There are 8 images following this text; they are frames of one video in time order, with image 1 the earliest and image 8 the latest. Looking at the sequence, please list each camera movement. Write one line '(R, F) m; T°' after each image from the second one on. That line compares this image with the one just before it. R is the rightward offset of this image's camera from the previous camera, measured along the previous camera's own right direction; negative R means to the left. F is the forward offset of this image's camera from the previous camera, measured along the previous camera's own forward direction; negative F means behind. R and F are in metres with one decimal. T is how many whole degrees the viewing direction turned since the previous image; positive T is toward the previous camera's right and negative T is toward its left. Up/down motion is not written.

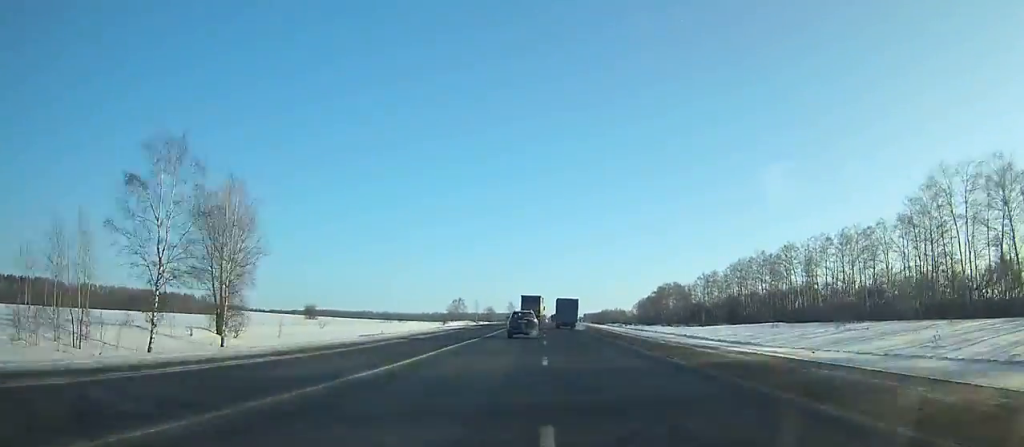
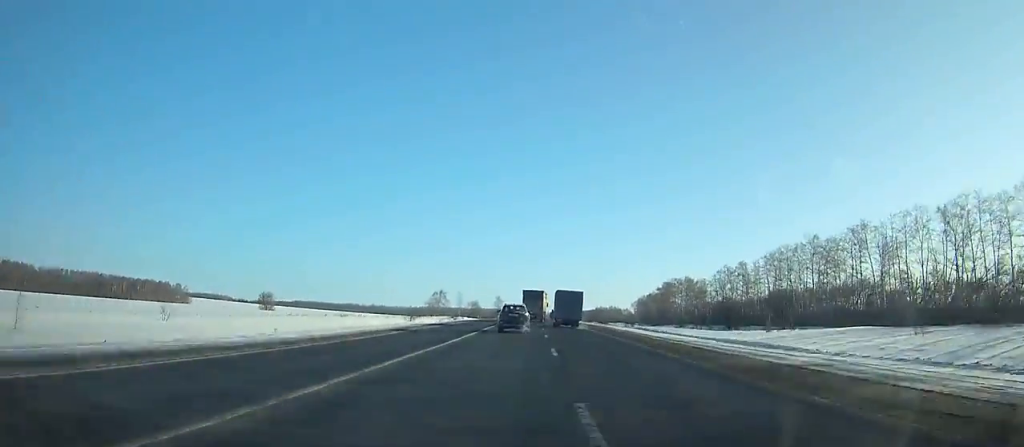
(-0.2, +34.1) m; 0°
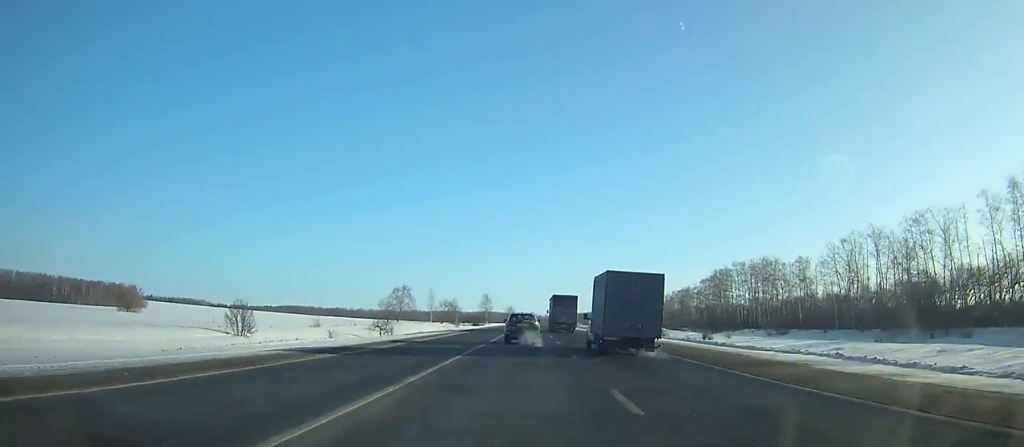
(+0.7, +80.3) m; +1°
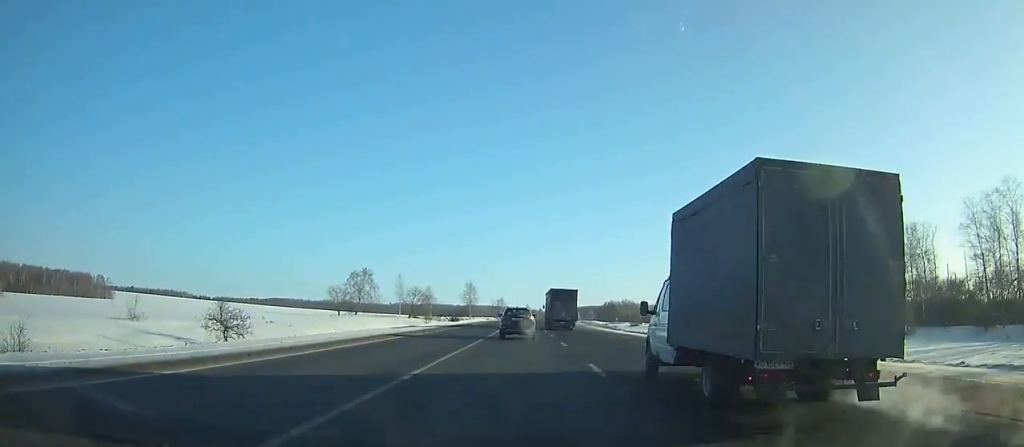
(+0.1, +43.5) m; 0°
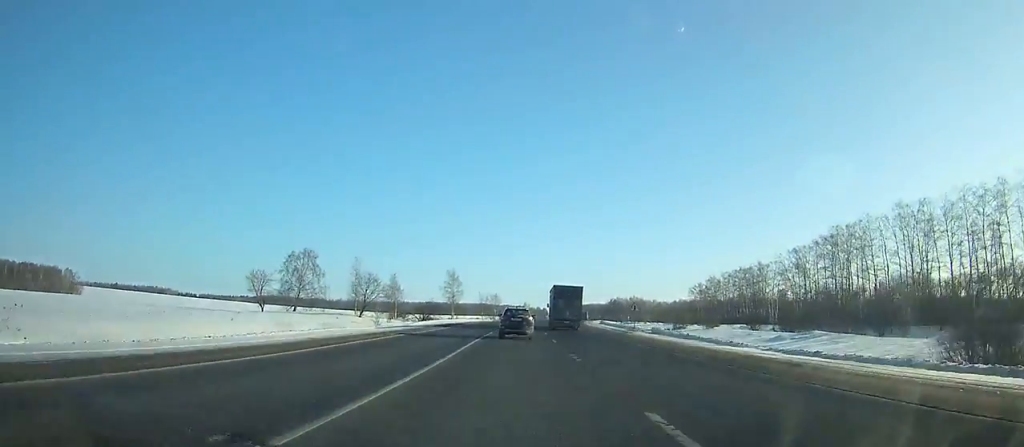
(+0.1, +43.2) m; +1°
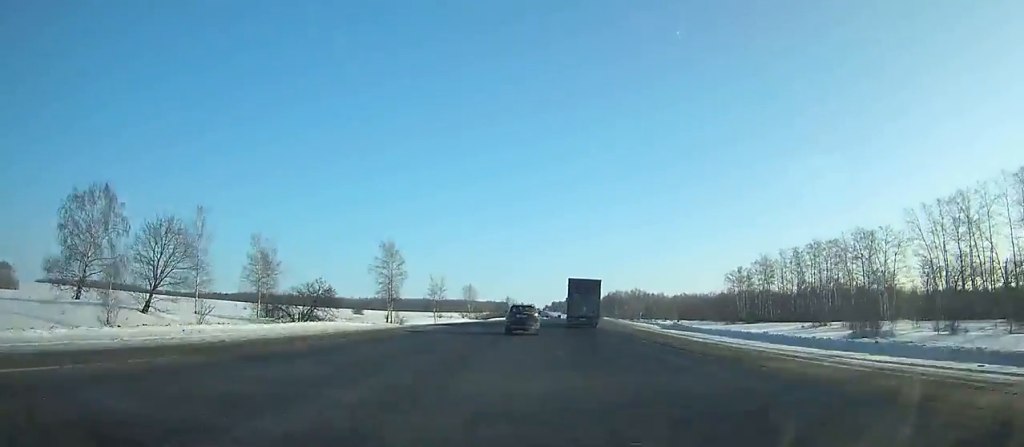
(+0.6, +61.0) m; +2°
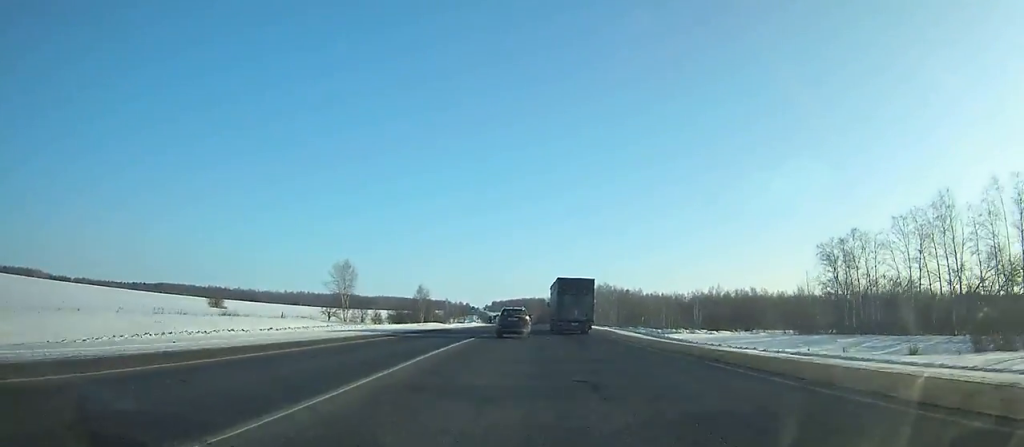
(+3.7, +92.4) m; +4°
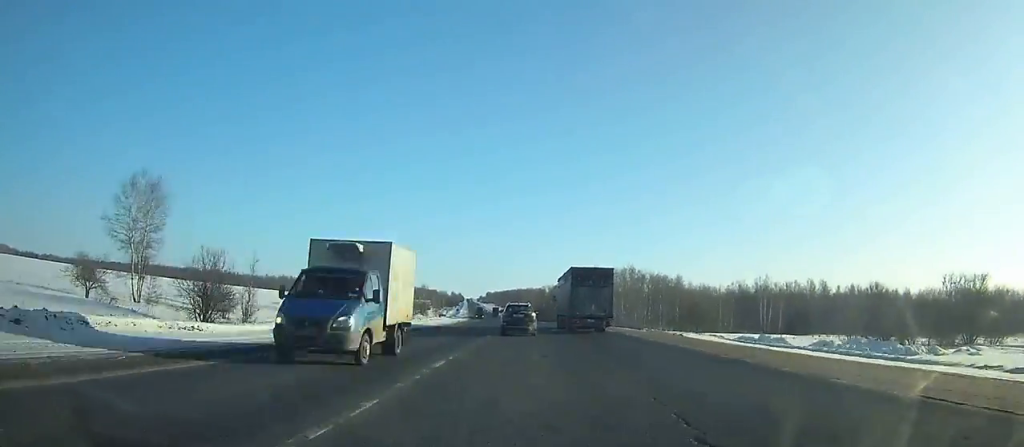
(+1.1, +68.5) m; +1°
